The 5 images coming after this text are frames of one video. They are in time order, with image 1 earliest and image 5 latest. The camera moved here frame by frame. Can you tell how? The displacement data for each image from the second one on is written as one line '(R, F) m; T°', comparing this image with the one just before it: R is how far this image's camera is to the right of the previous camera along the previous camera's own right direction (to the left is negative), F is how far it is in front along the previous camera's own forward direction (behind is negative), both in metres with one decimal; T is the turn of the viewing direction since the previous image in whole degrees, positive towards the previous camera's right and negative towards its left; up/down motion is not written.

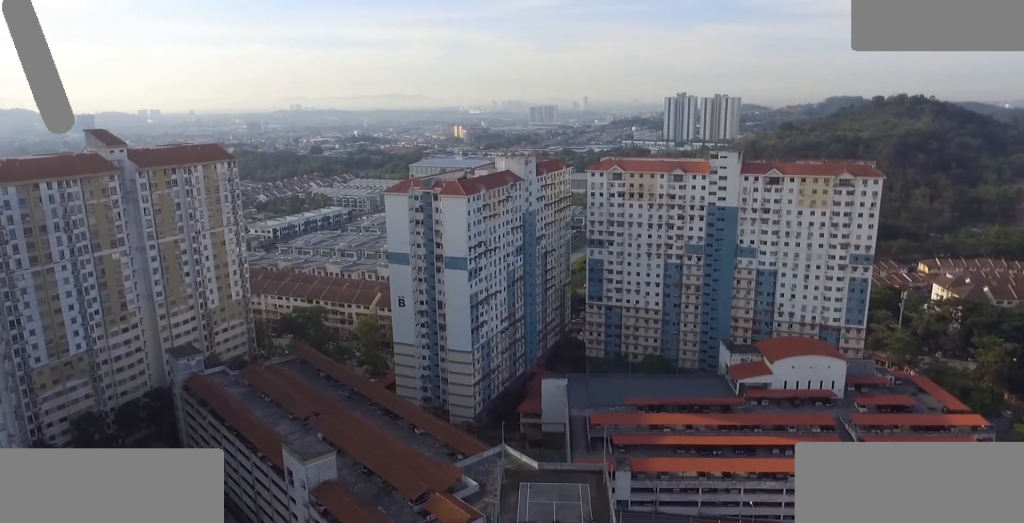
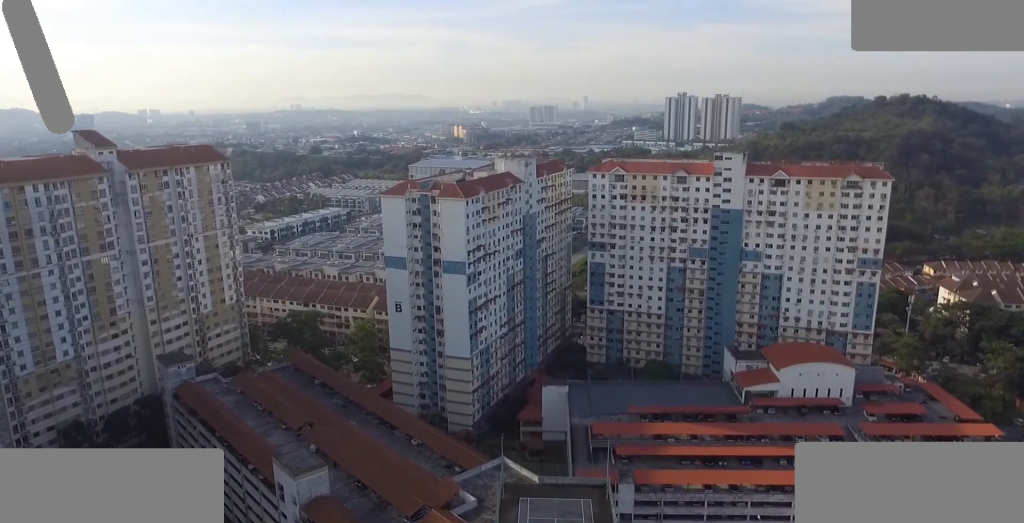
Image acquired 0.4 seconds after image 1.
(0.0, +4.4) m; 0°
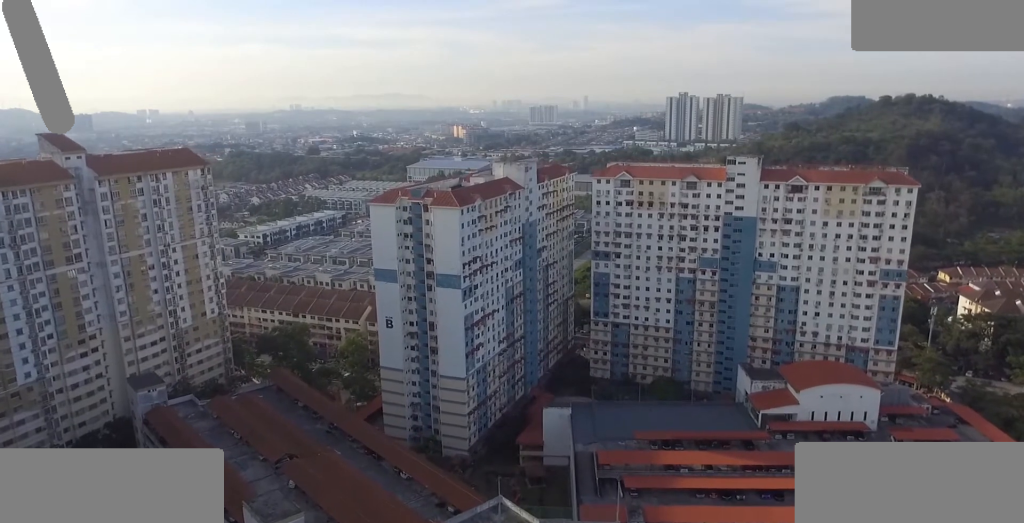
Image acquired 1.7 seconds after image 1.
(+0.1, +12.4) m; +1°
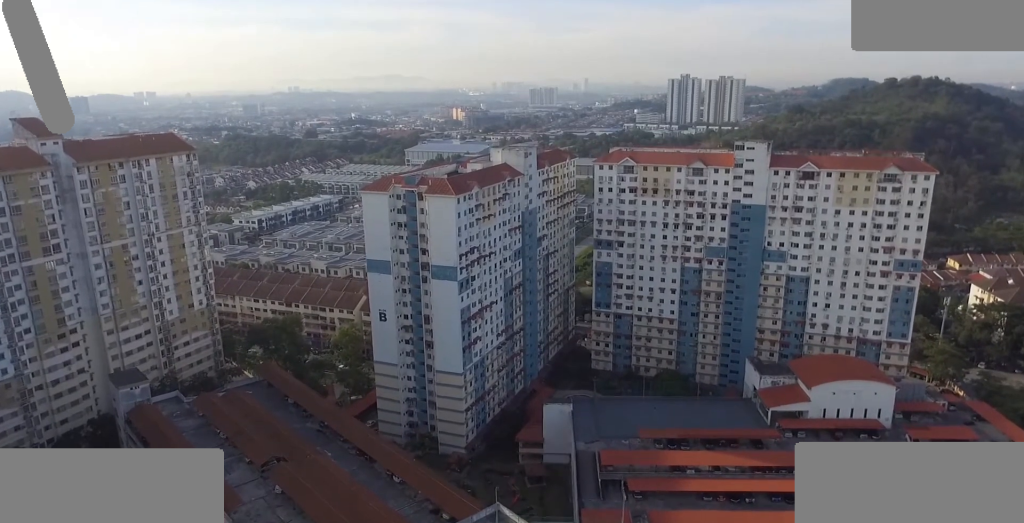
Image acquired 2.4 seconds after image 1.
(0.0, +7.1) m; 0°
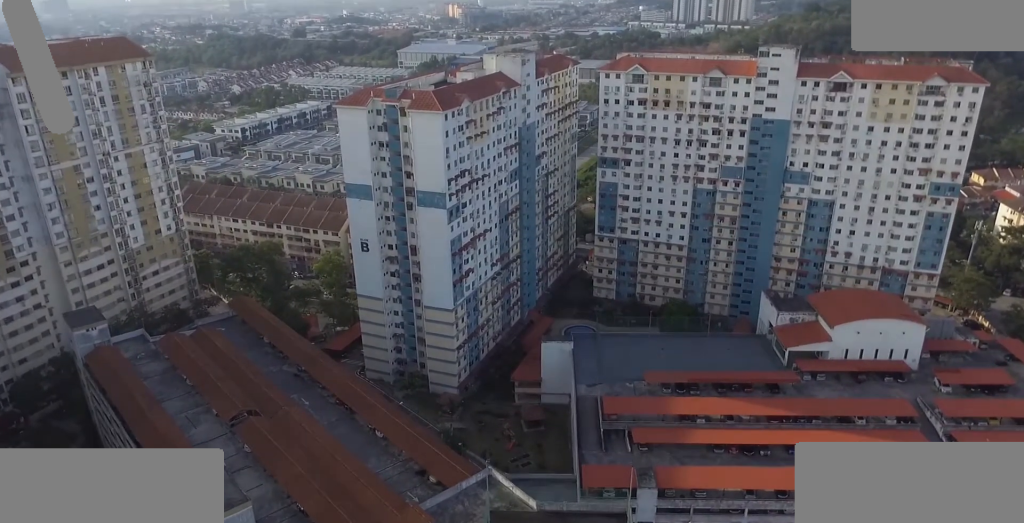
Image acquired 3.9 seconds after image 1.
(+0.1, +14.2) m; -4°
